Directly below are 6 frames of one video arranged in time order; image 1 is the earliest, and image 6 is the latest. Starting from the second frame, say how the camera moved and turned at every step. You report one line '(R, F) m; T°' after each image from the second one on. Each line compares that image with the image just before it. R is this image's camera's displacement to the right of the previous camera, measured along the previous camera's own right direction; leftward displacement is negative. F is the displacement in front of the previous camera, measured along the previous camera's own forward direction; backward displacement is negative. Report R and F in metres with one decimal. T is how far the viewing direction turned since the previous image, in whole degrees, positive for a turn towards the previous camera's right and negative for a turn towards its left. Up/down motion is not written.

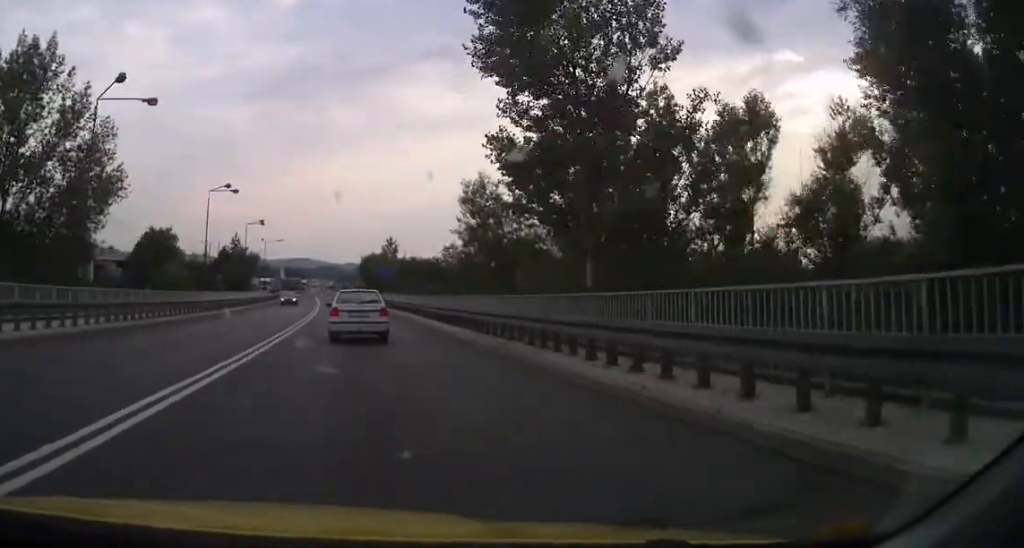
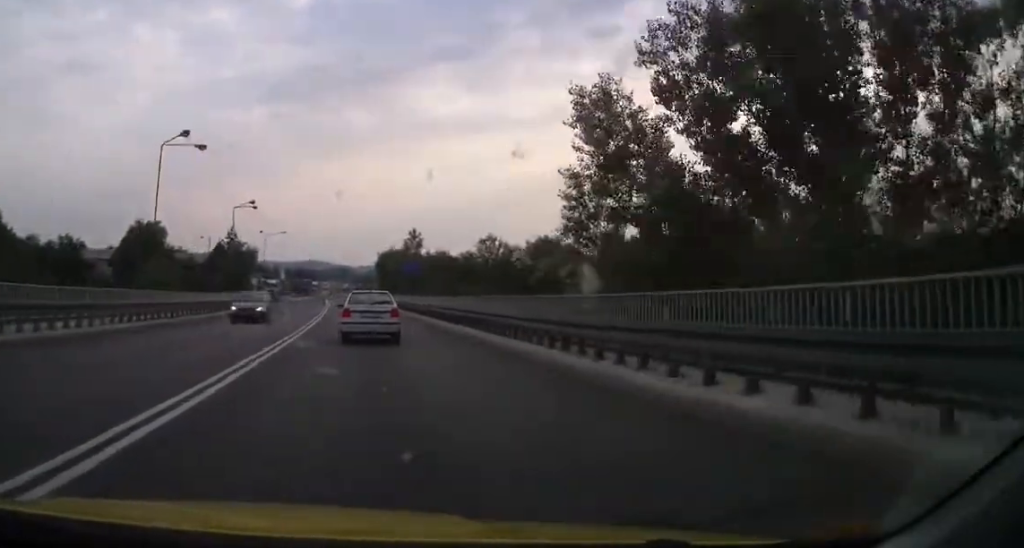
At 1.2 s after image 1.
(0.0, +17.1) m; 0°
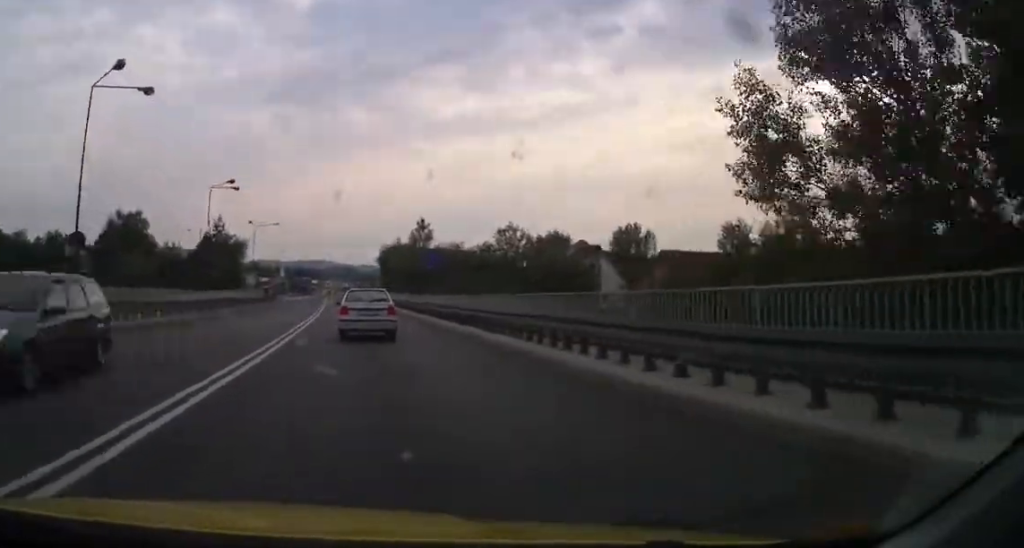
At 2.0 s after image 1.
(0.0, +10.5) m; 0°
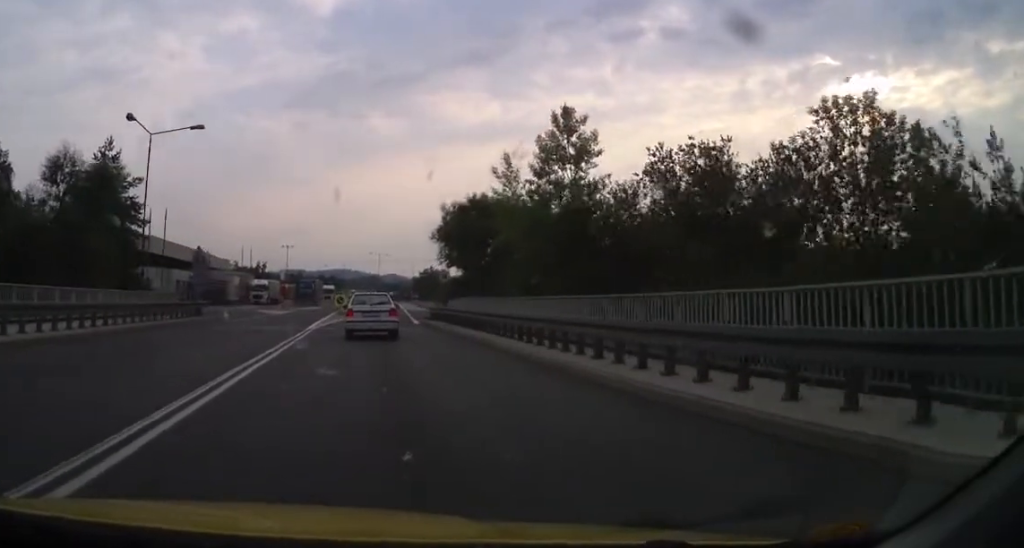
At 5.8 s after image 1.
(-2.0, +50.2) m; -4°
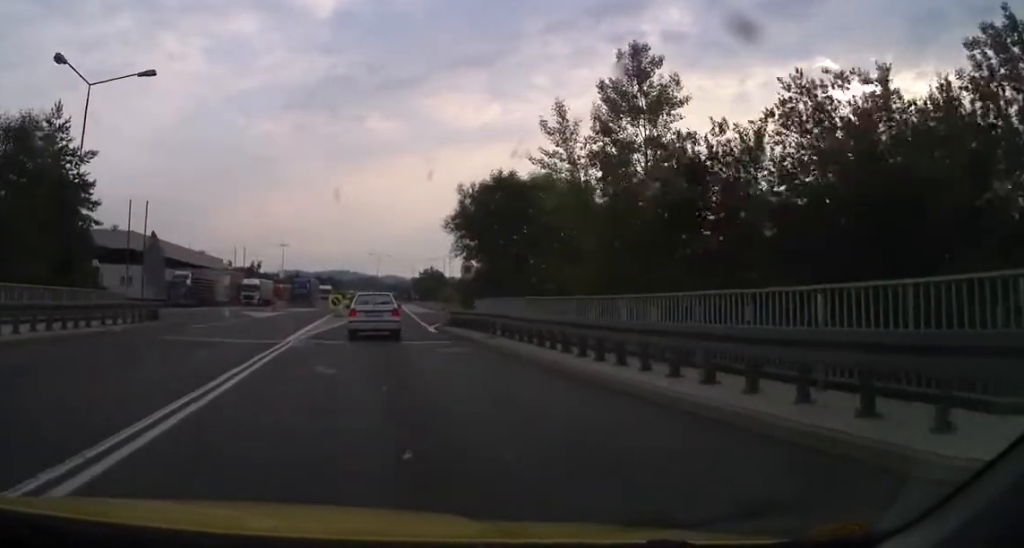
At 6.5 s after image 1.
(0.0, +8.4) m; 0°
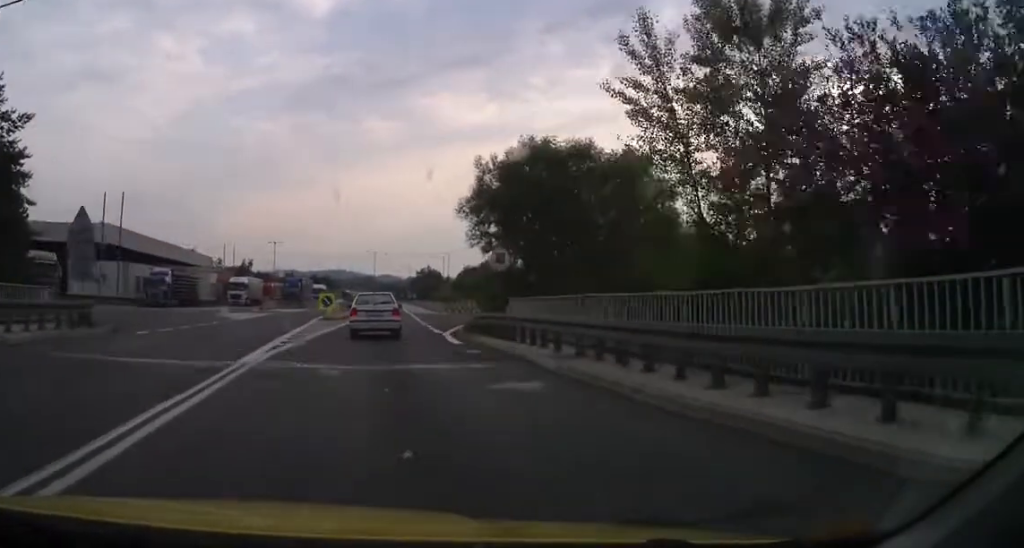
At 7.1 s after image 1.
(0.0, +7.5) m; 0°
